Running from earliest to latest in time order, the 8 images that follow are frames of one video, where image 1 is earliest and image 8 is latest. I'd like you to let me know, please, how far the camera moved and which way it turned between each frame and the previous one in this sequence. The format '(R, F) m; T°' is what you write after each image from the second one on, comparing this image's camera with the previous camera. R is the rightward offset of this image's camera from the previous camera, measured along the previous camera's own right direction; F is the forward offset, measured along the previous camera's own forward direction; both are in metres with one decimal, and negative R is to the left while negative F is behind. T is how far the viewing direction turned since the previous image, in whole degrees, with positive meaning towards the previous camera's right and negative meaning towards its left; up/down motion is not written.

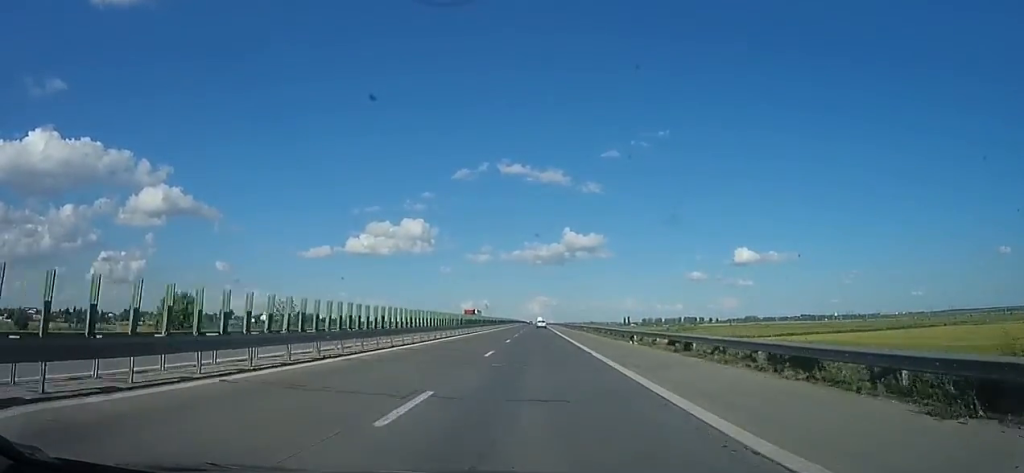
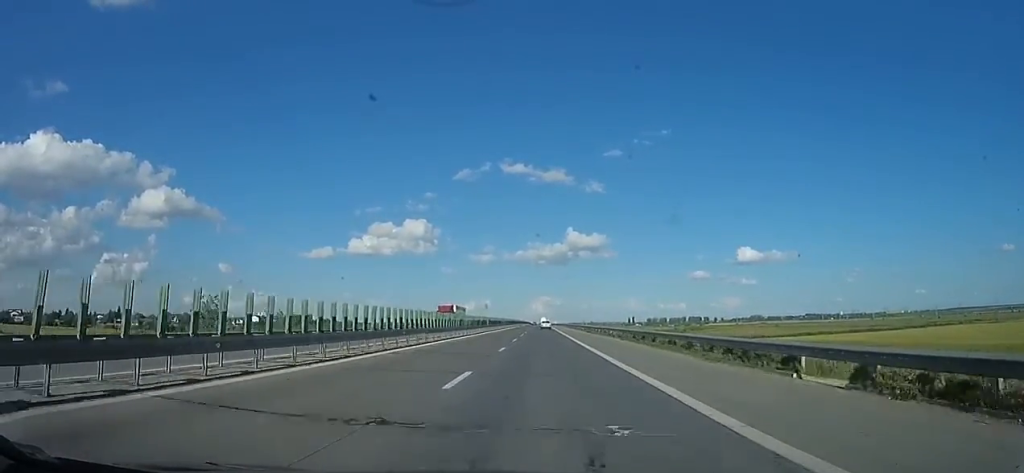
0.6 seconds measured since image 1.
(+0.3, +20.1) m; -1°
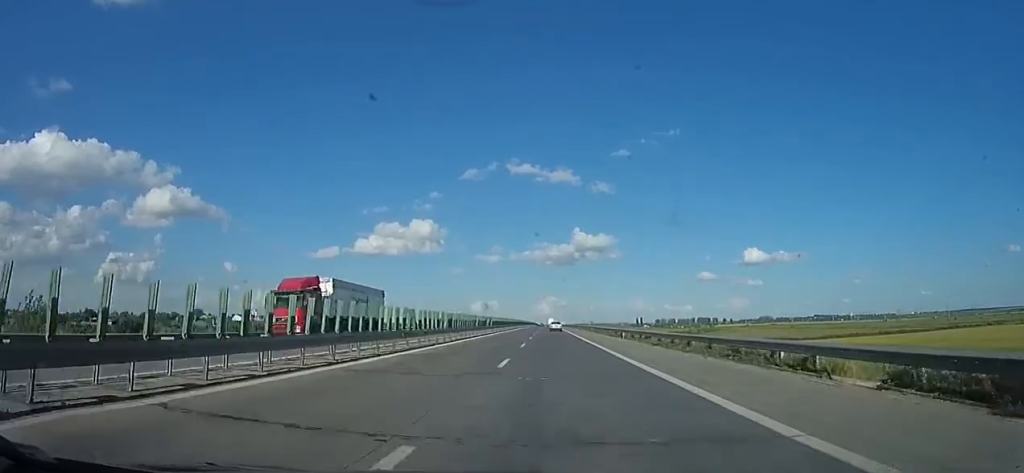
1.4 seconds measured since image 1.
(-1.2, +30.6) m; 0°
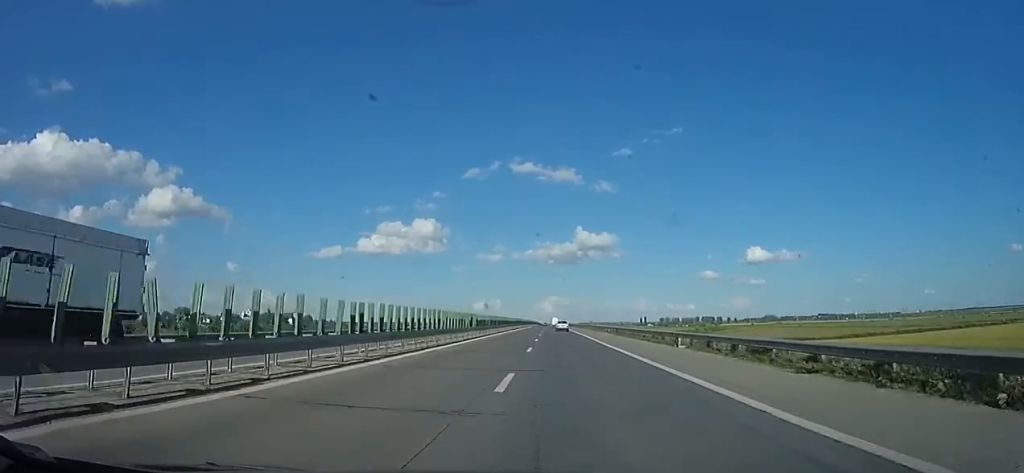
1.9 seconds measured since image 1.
(+0.1, +16.5) m; 0°
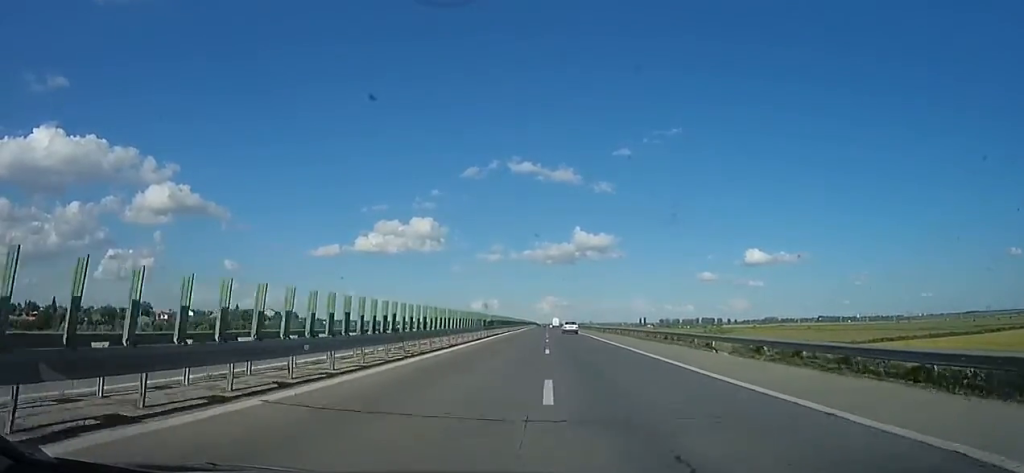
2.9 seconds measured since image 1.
(+0.7, +36.6) m; 0°
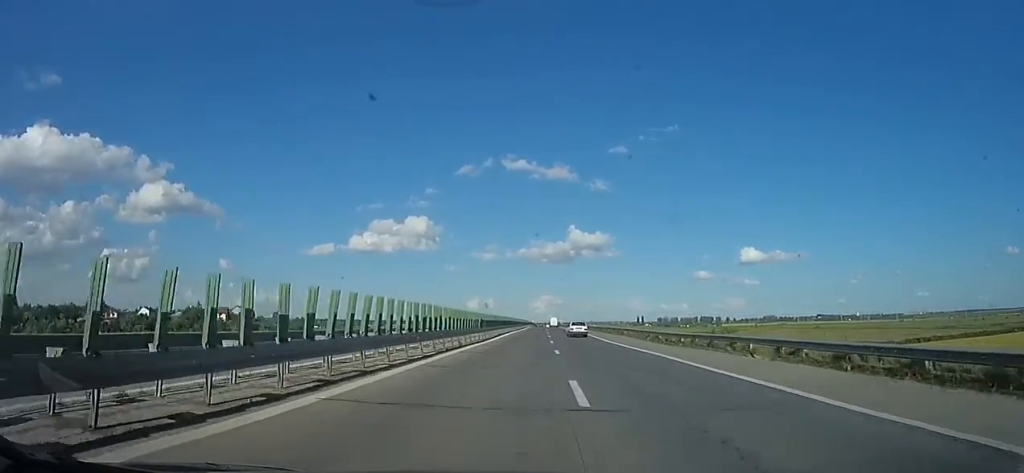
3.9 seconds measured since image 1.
(-0.6, +35.3) m; 0°
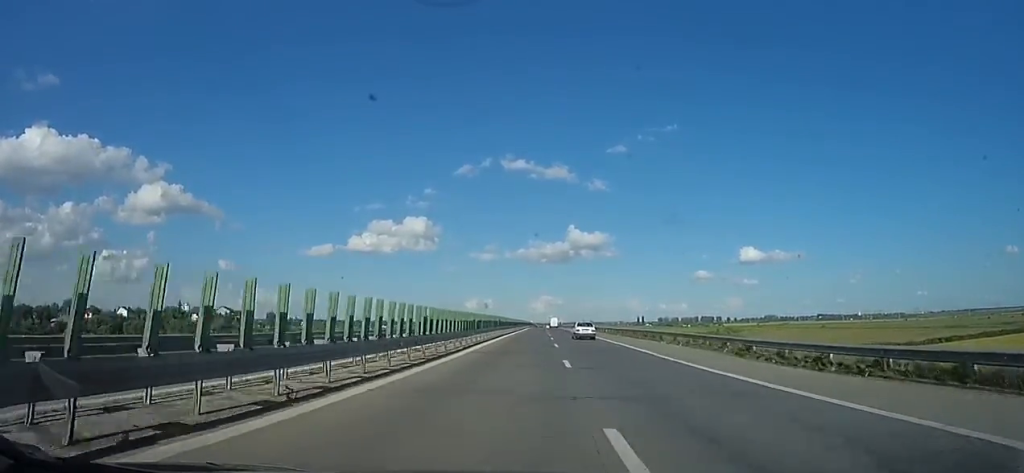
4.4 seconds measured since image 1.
(+0.7, +16.5) m; 0°
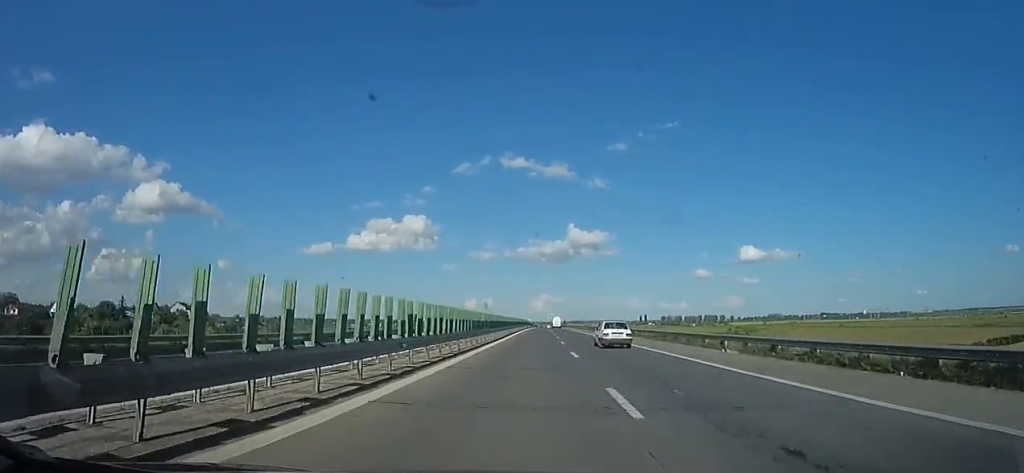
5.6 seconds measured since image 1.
(-1.2, +43.4) m; 0°
